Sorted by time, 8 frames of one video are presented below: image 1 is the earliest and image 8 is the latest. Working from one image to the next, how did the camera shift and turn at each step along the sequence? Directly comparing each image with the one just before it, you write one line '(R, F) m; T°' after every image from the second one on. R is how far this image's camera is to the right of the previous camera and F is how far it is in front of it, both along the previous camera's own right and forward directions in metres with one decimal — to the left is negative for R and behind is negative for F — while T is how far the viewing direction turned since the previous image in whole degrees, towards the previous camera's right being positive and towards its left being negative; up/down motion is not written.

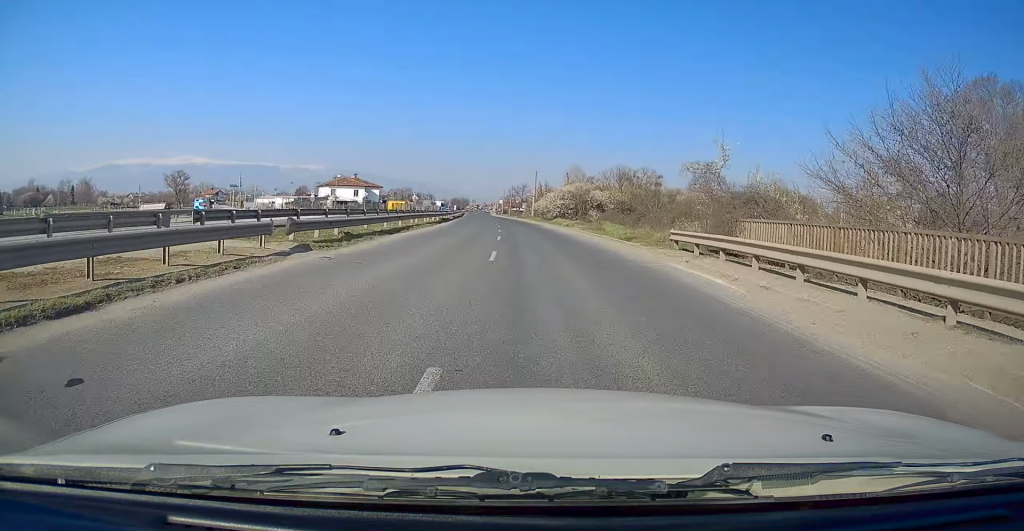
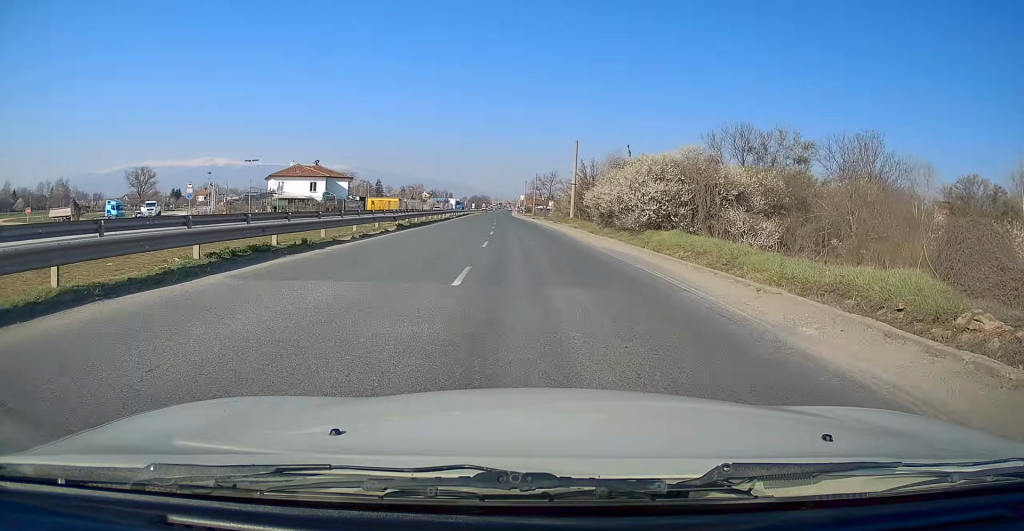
(-1.1, +40.9) m; -2°
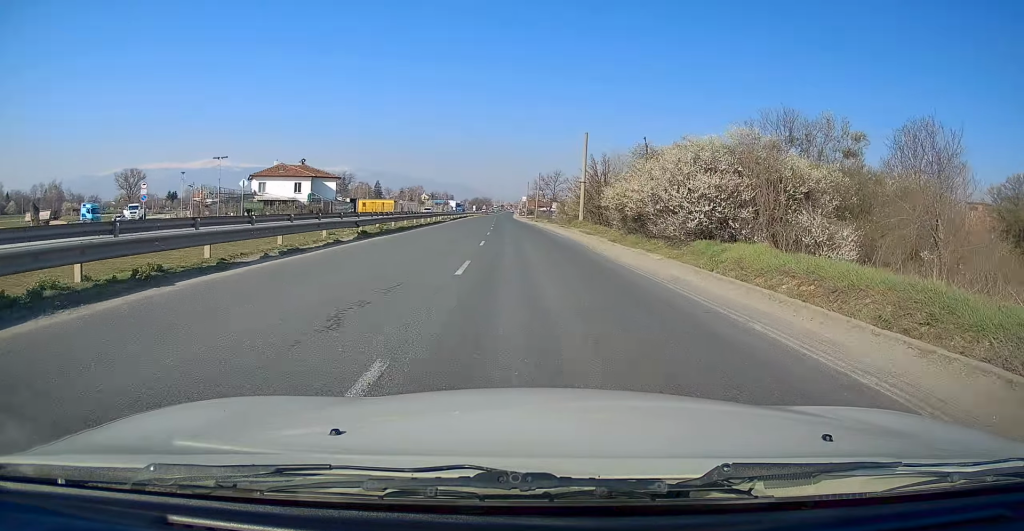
(+0.1, +7.3) m; -1°
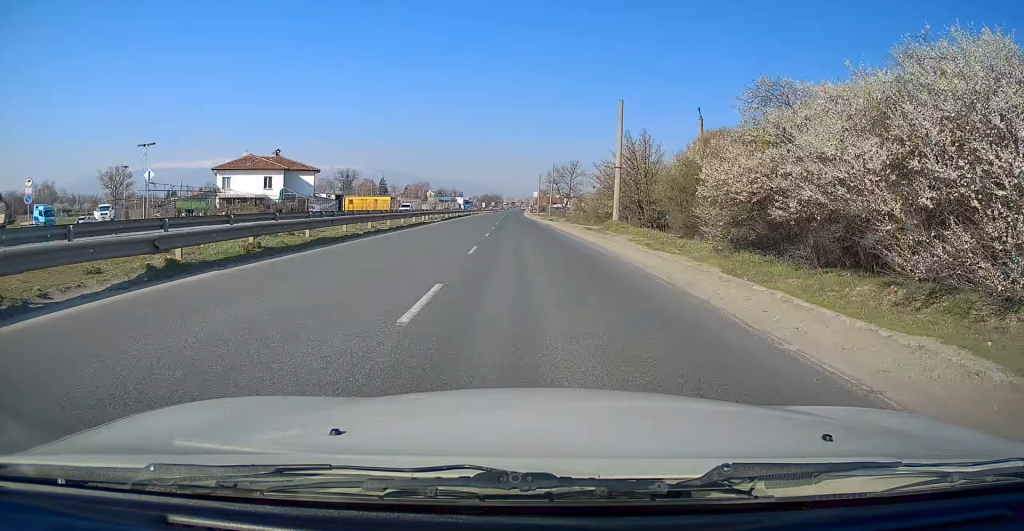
(+0.1, +13.6) m; -1°
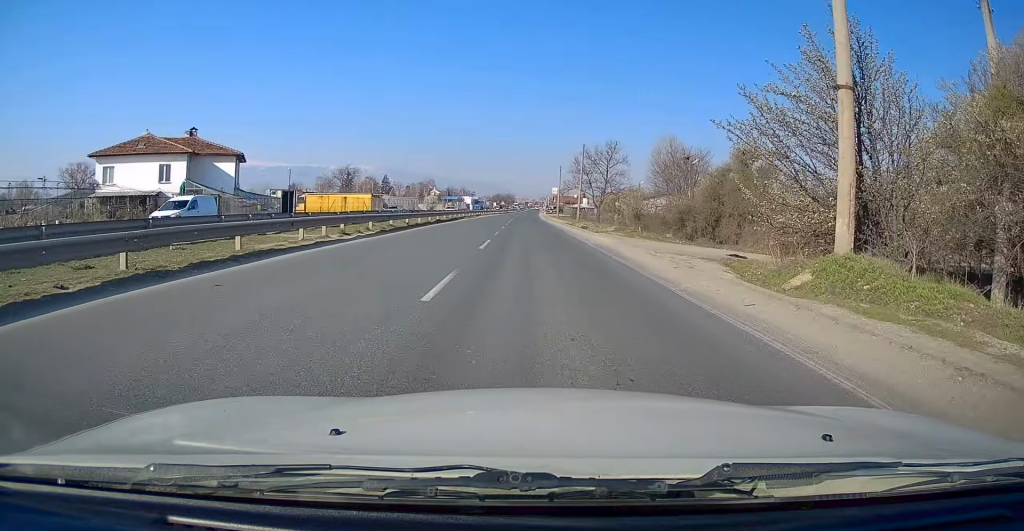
(-0.5, +24.9) m; 0°
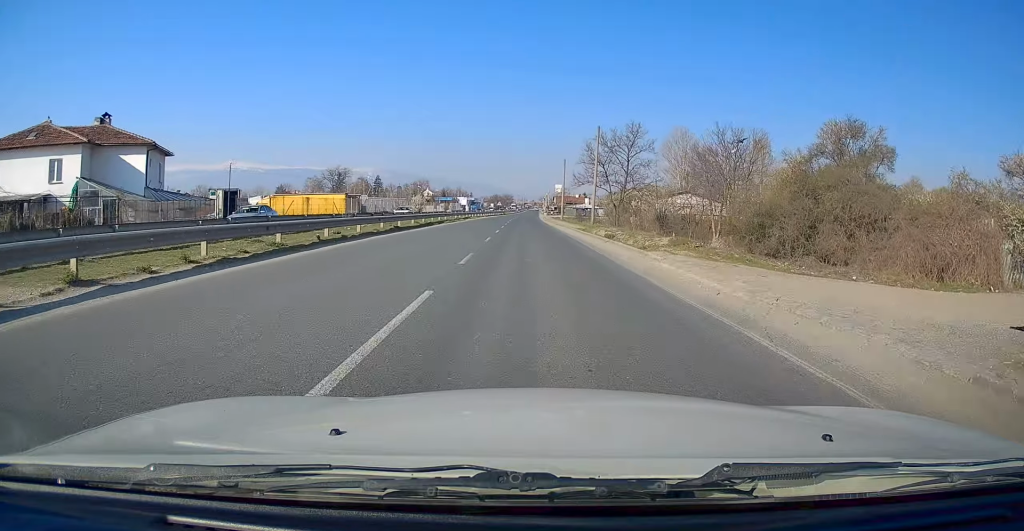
(+0.1, +13.2) m; -1°
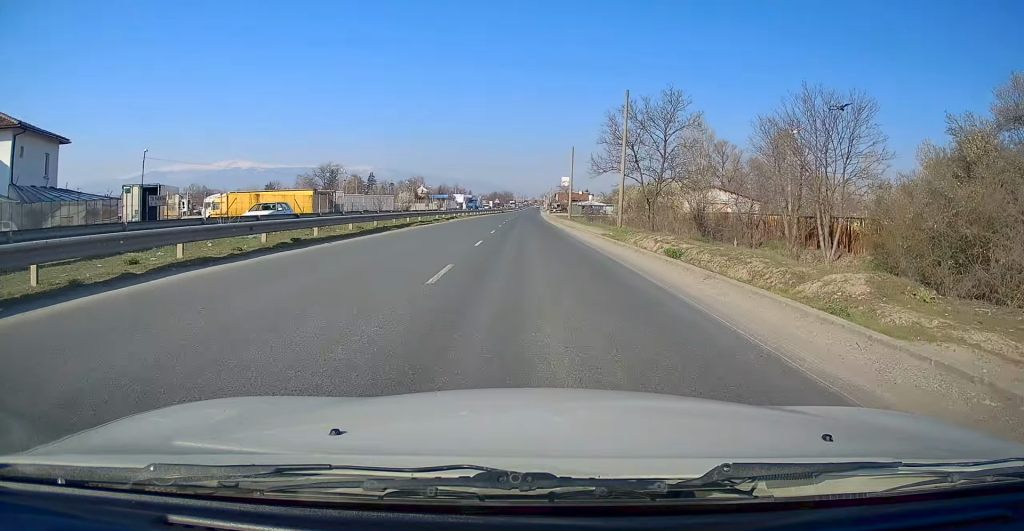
(-0.2, +12.7) m; -1°
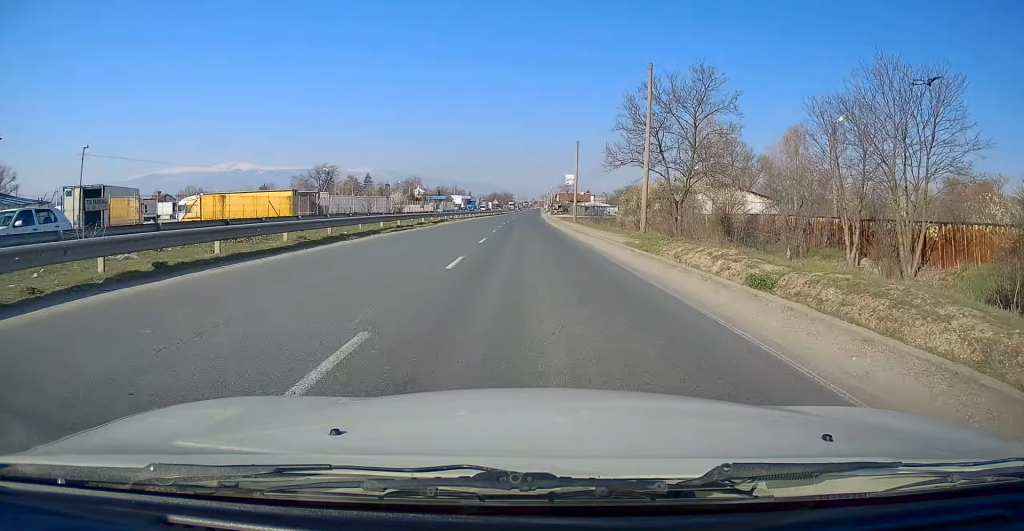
(-0.2, +6.3) m; 0°
